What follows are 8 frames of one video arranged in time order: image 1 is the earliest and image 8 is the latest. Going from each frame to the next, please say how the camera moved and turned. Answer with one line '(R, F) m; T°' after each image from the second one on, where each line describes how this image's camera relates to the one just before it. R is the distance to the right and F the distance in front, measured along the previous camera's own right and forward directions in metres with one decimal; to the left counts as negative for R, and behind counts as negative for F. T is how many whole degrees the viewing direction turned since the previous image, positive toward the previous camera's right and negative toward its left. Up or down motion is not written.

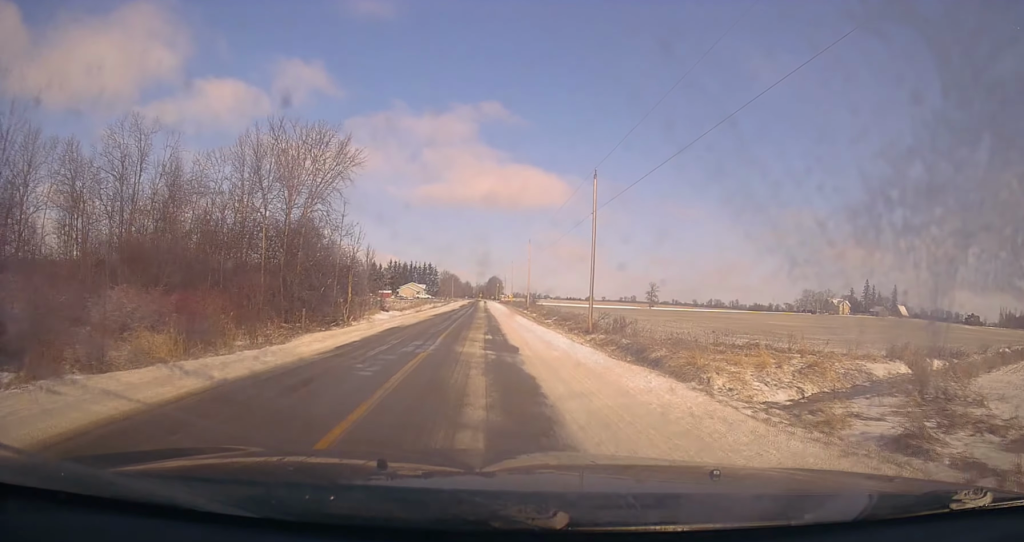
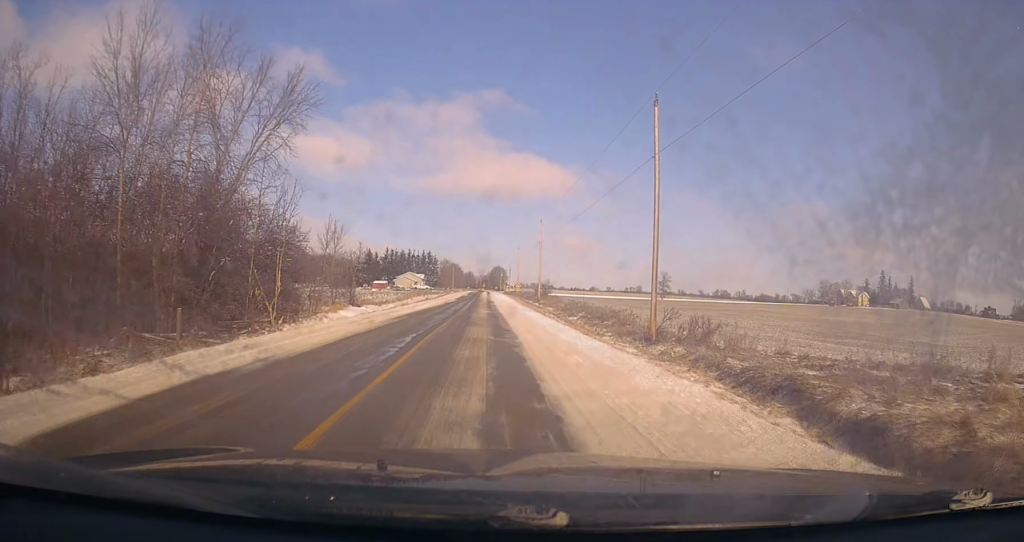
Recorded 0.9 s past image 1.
(-0.3, +16.1) m; -1°
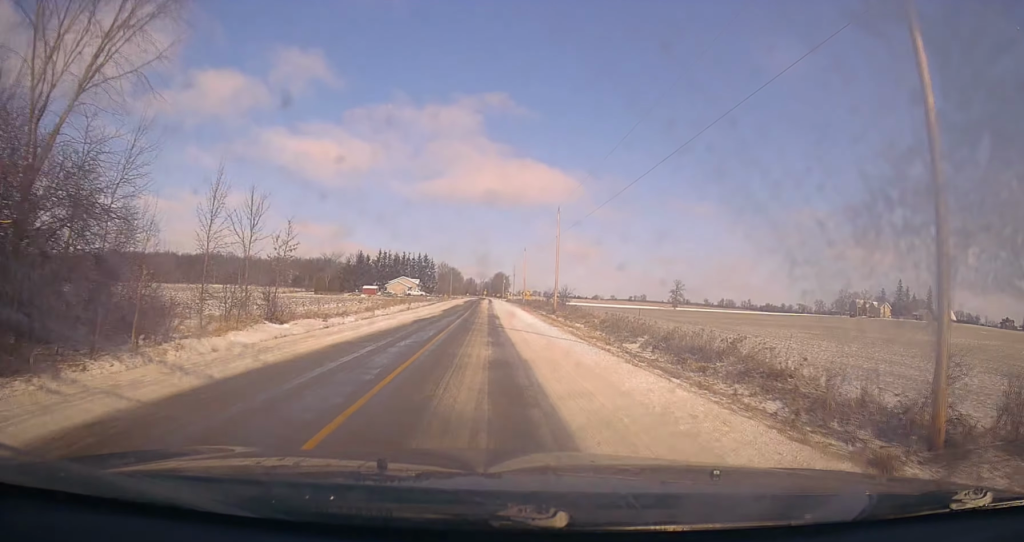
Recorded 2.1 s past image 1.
(0.0, +19.4) m; 0°
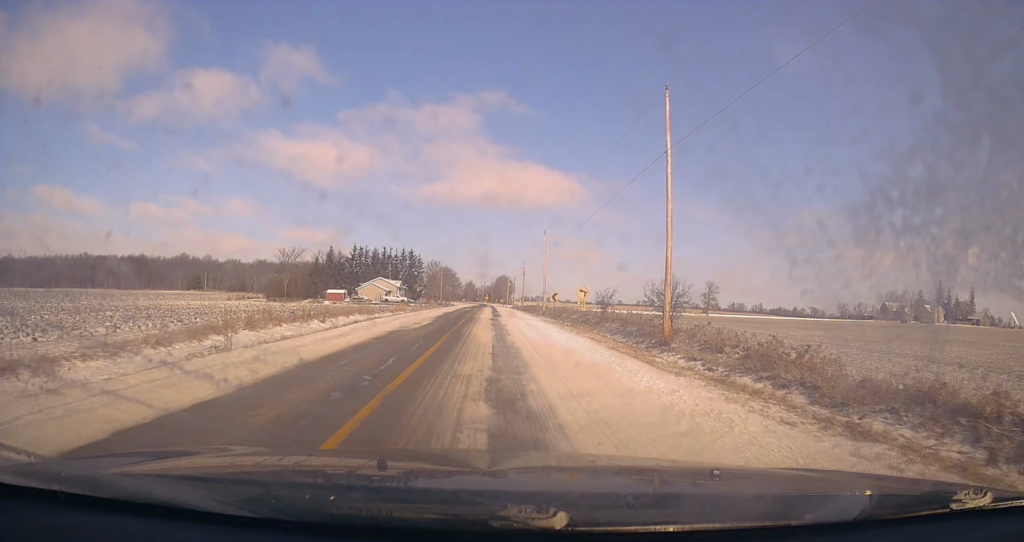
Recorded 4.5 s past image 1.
(+0.4, +42.0) m; +1°
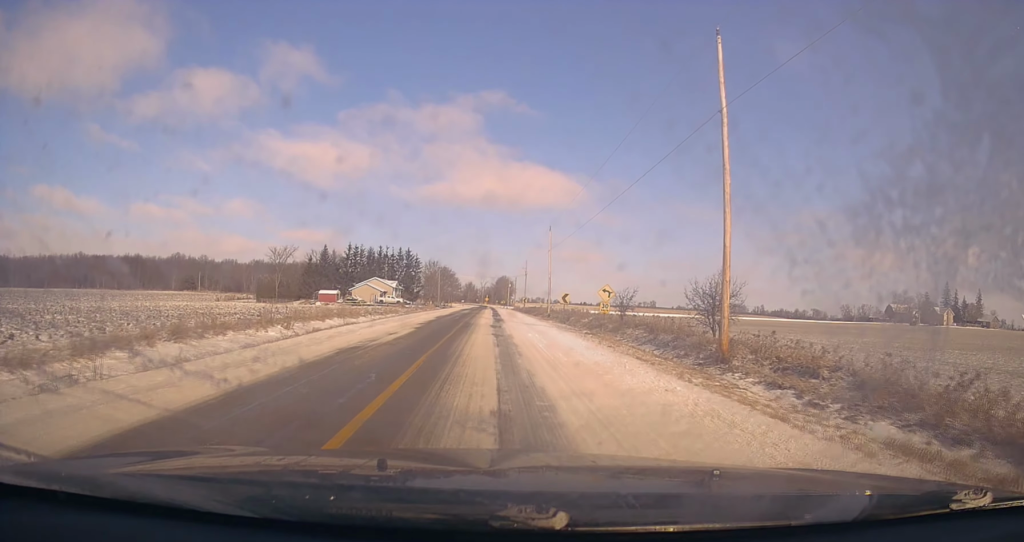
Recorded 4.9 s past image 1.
(0.0, +6.8) m; 0°
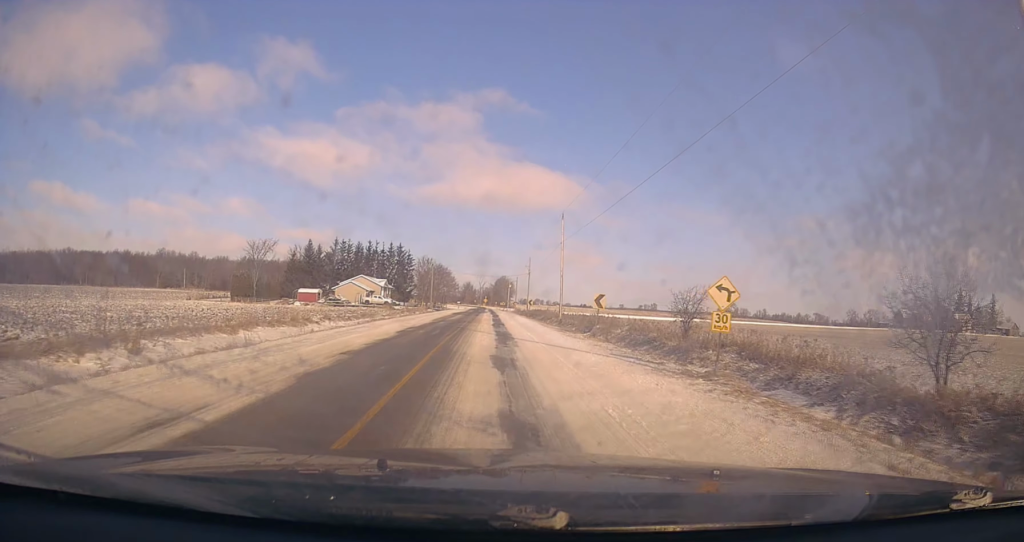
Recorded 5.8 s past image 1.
(-0.4, +14.1) m; -1°
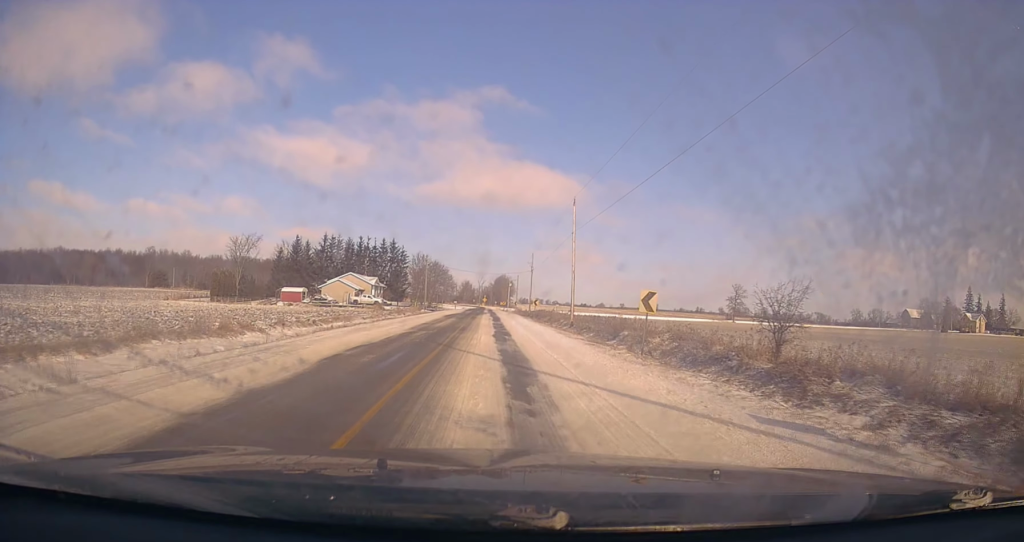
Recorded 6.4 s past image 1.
(+0.1, +9.4) m; 0°
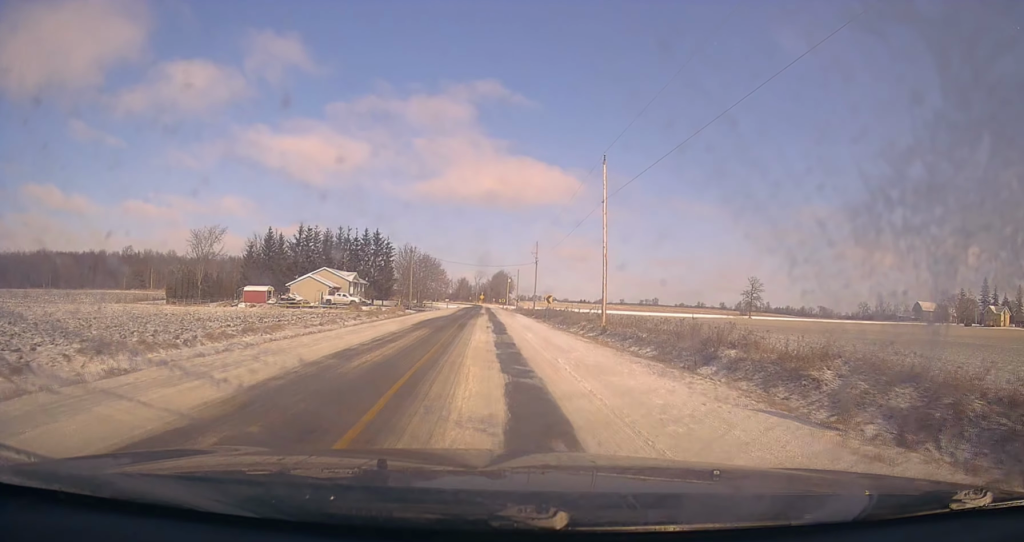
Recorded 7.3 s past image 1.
(0.0, +16.3) m; 0°
